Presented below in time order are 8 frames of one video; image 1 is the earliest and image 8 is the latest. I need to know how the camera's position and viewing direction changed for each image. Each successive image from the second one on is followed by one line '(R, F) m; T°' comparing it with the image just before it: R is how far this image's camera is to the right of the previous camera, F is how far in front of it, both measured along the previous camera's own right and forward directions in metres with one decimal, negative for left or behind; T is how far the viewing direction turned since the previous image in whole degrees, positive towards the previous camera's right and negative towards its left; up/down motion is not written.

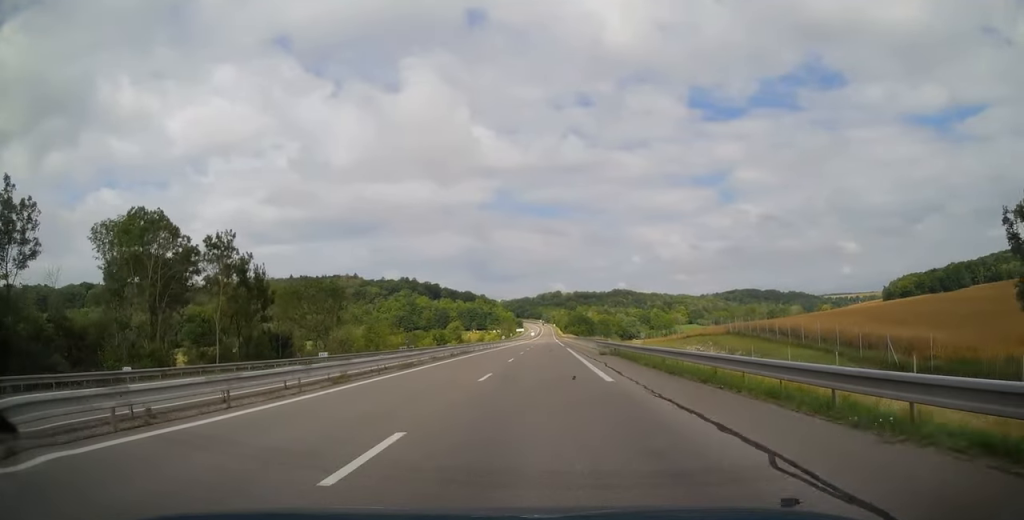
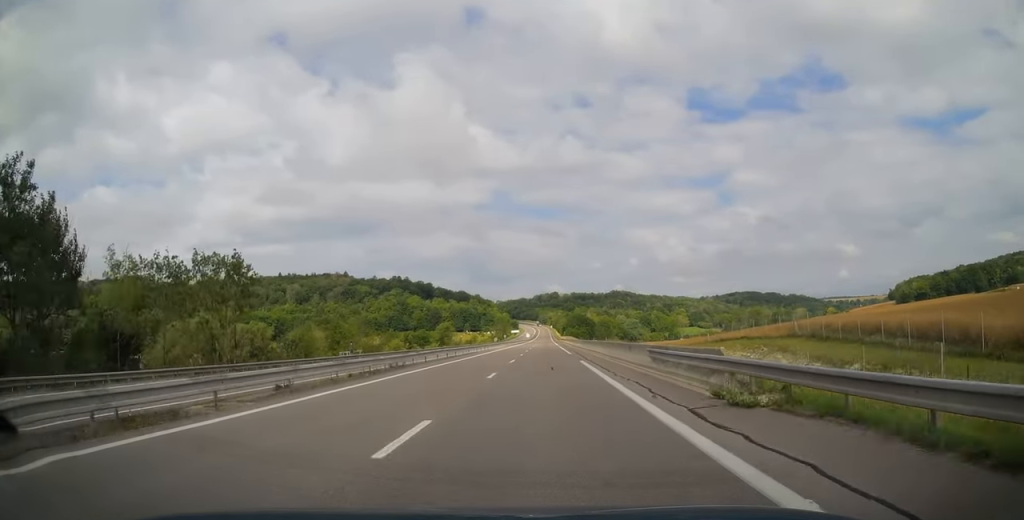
(0.0, +24.4) m; 0°
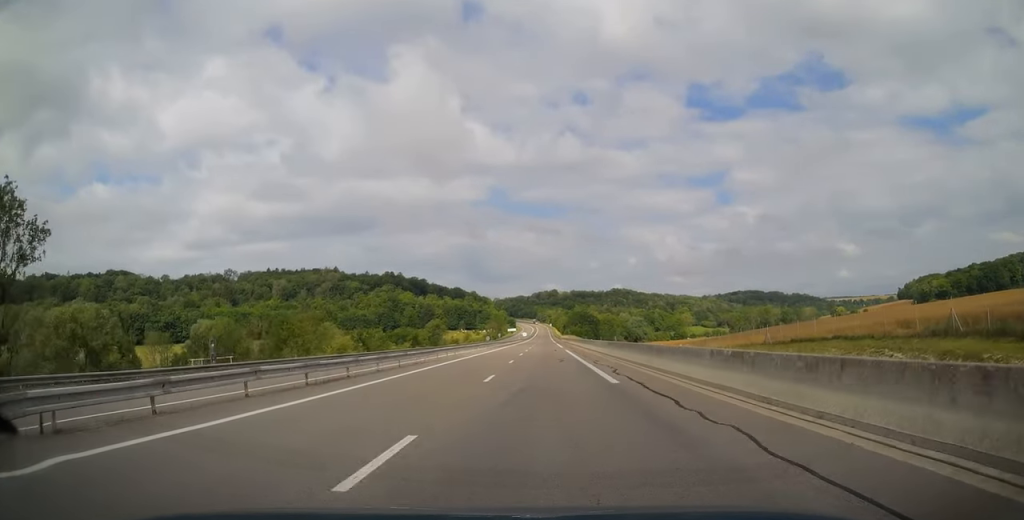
(0.0, +27.3) m; 0°
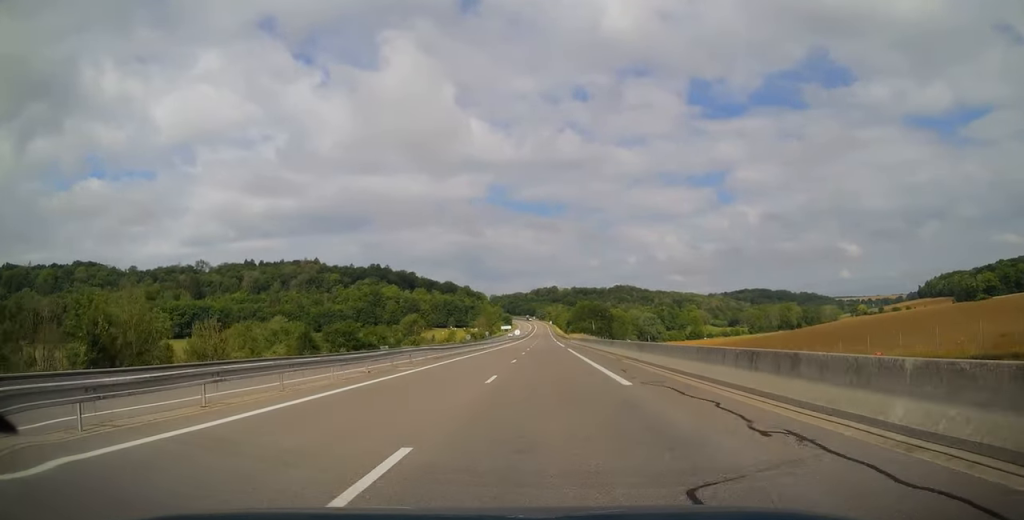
(+0.1, +52.9) m; 0°
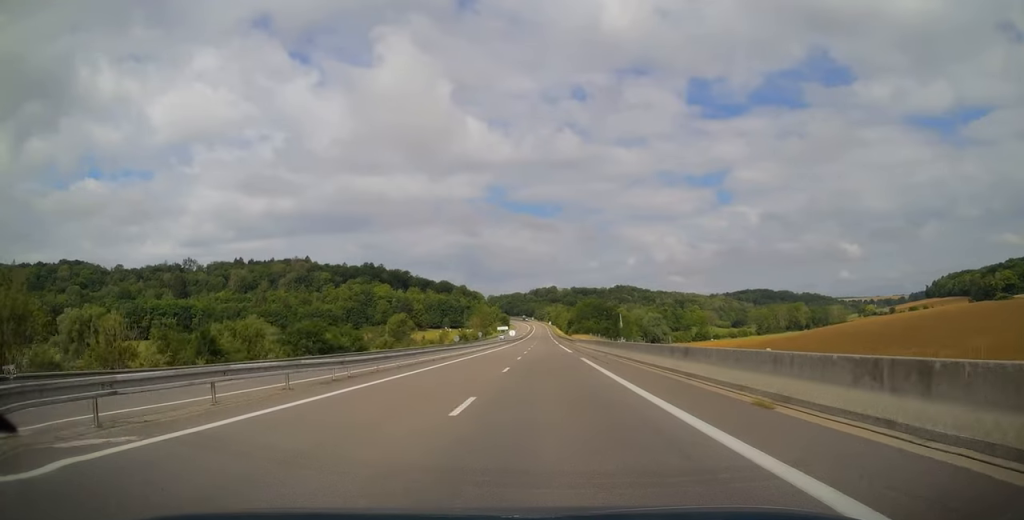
(0.0, +19.6) m; 0°
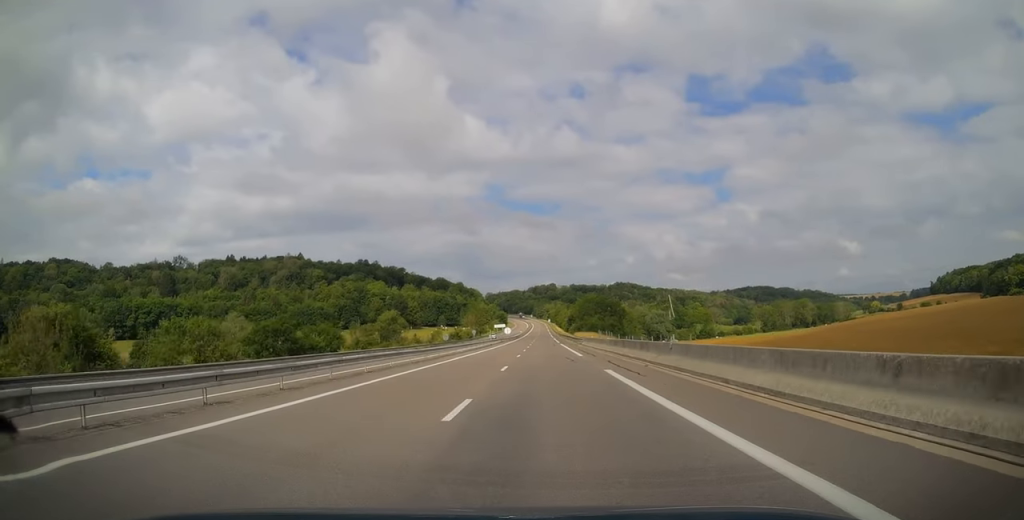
(0.0, +13.7) m; 0°
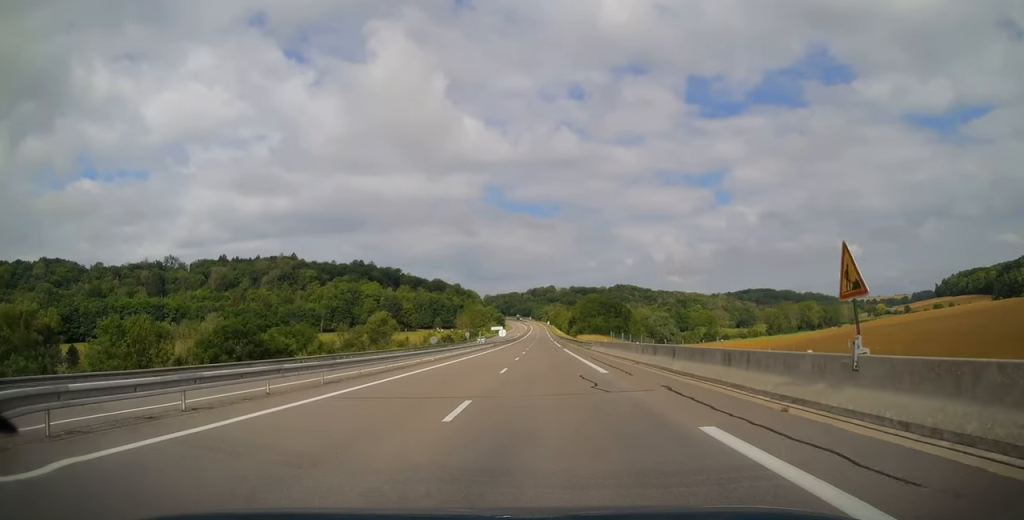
(0.0, +12.7) m; 0°
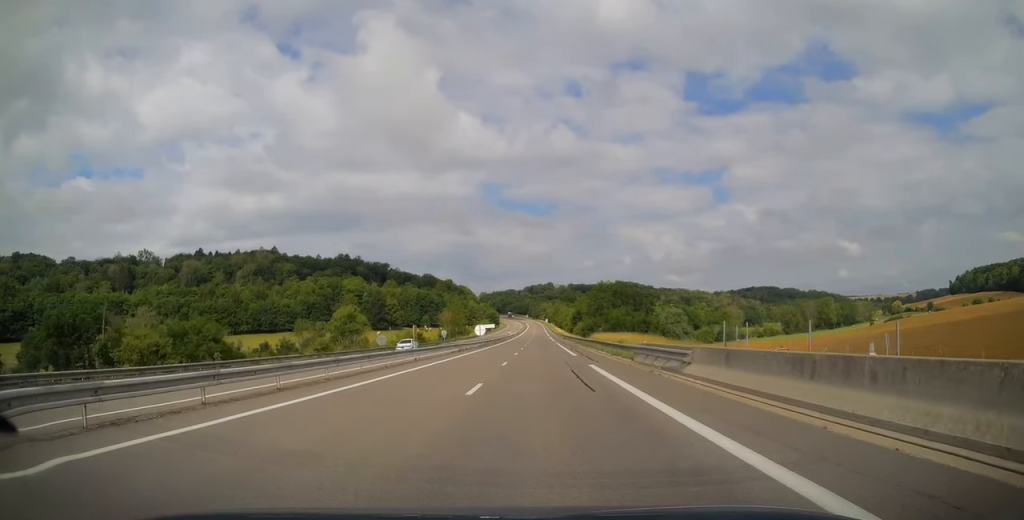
(0.0, +34.8) m; 0°
